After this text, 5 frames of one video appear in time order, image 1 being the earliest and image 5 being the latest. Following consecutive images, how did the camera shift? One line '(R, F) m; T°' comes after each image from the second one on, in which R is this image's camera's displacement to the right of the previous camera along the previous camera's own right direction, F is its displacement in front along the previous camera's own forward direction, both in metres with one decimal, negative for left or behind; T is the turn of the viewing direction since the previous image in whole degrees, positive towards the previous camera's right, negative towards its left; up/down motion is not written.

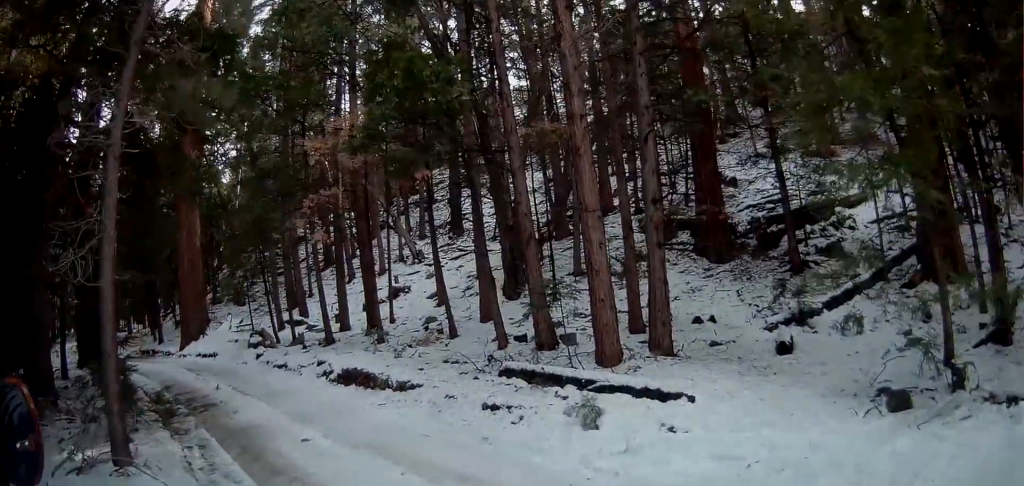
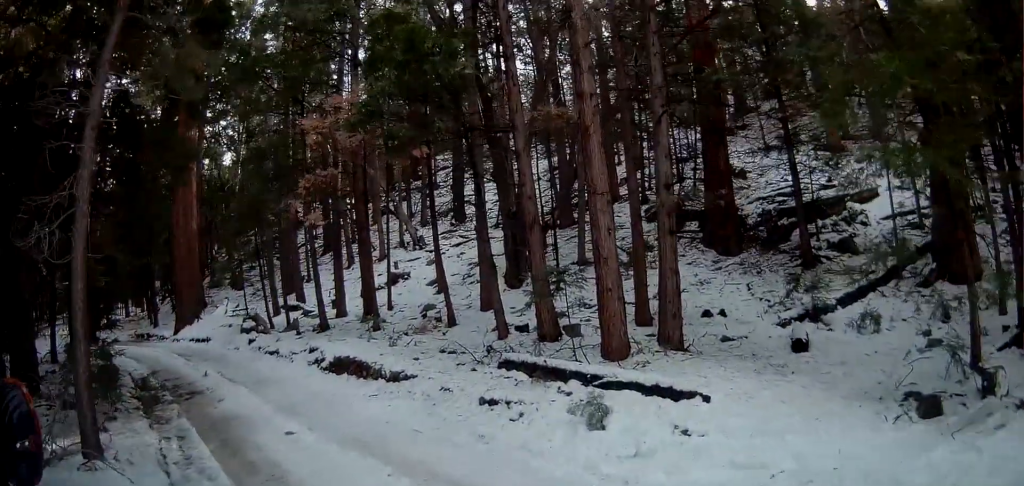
(+0.2, +0.7) m; -9°
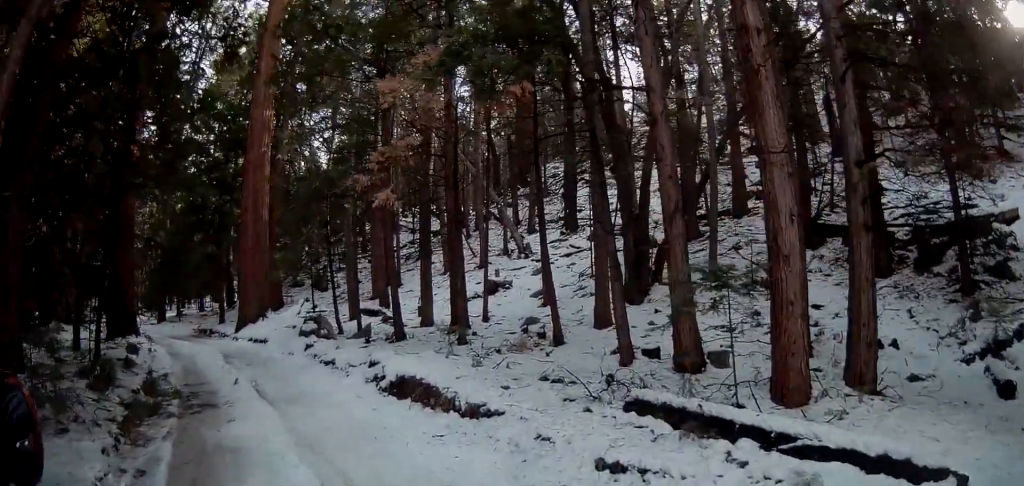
(-0.1, +3.6) m; 0°
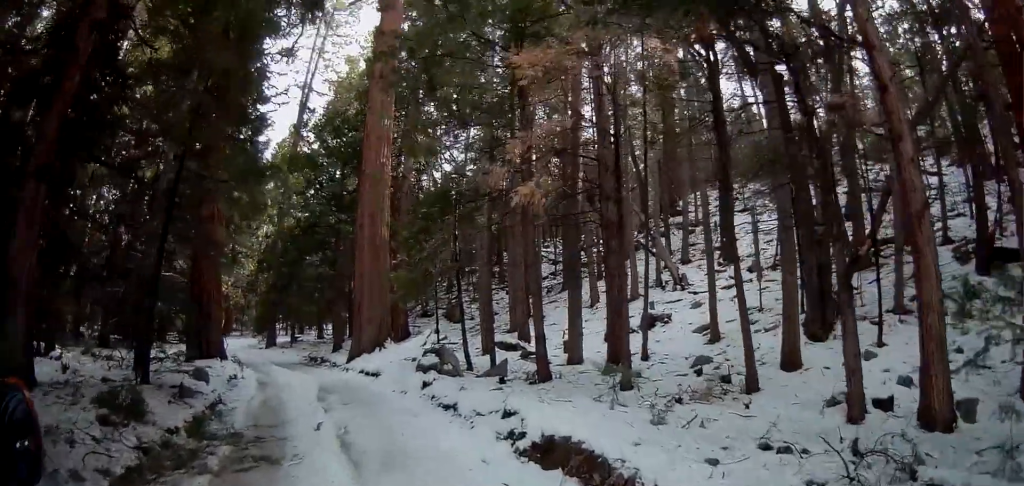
(-0.9, +2.9) m; -24°
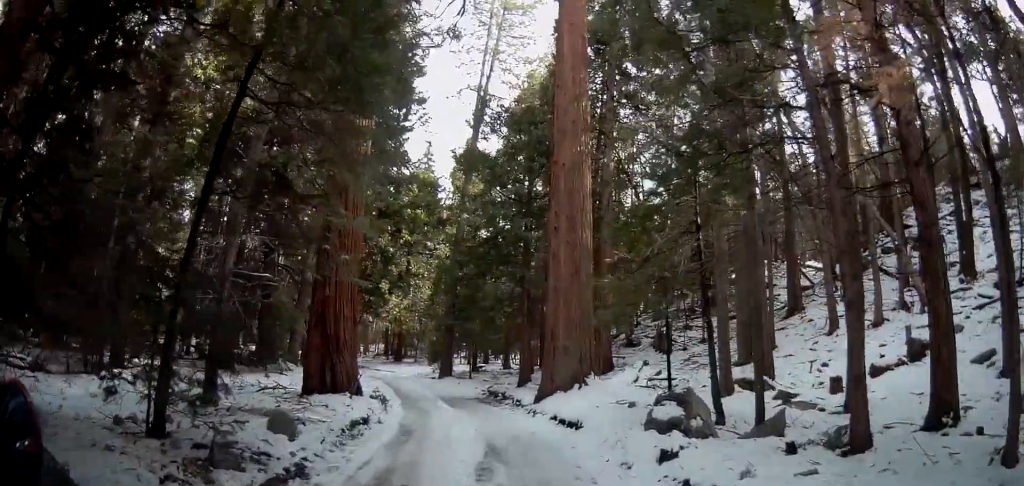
(-1.1, +4.7) m; -14°
